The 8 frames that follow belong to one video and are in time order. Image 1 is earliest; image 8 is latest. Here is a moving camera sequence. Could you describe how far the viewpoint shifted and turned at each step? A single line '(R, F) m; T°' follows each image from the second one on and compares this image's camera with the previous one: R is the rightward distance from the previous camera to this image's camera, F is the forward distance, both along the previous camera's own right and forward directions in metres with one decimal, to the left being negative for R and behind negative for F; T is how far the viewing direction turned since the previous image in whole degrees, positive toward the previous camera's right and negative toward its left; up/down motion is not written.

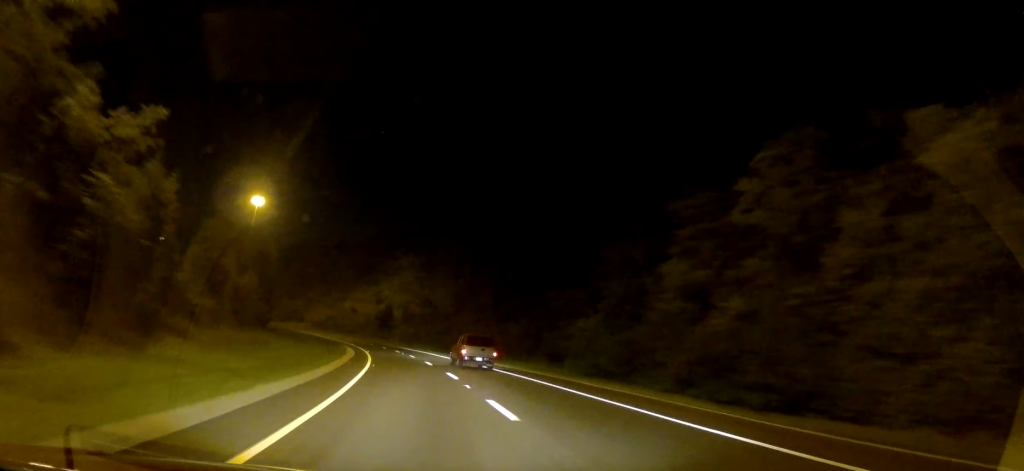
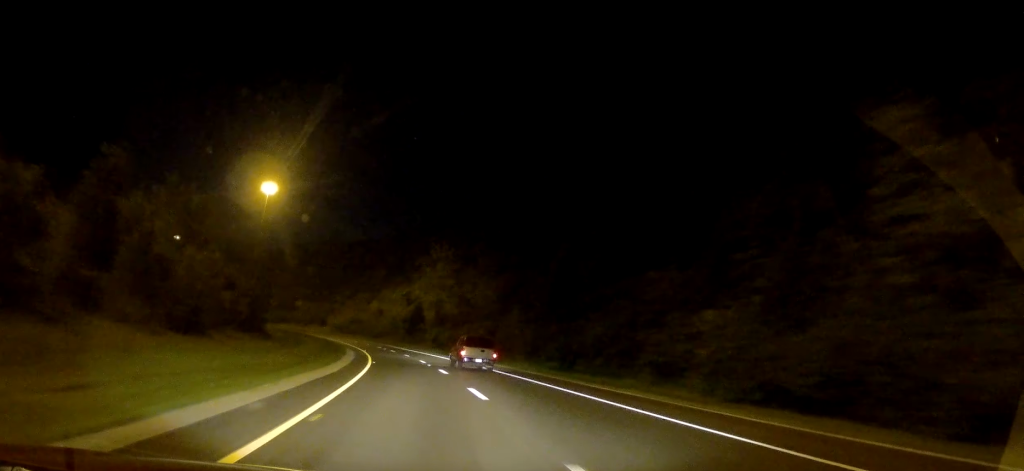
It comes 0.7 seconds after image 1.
(-0.6, +19.7) m; -3°
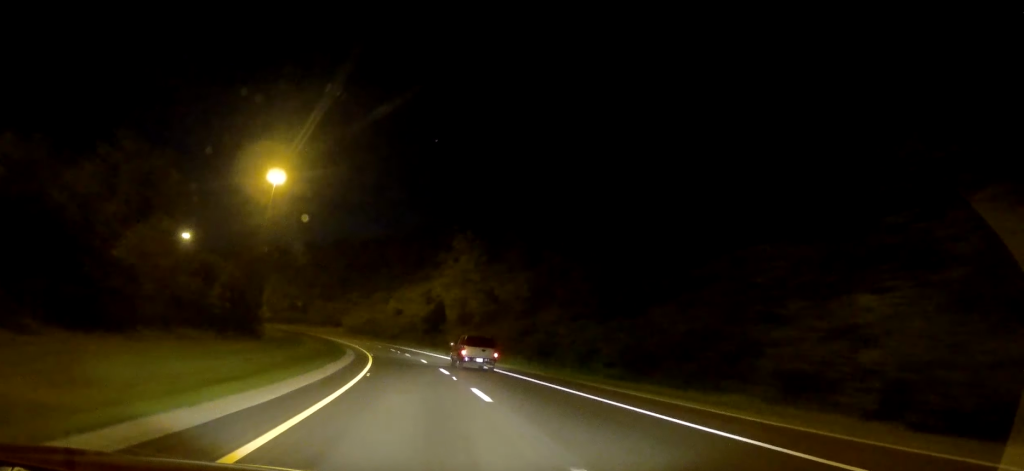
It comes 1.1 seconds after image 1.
(0.0, +12.2) m; -2°
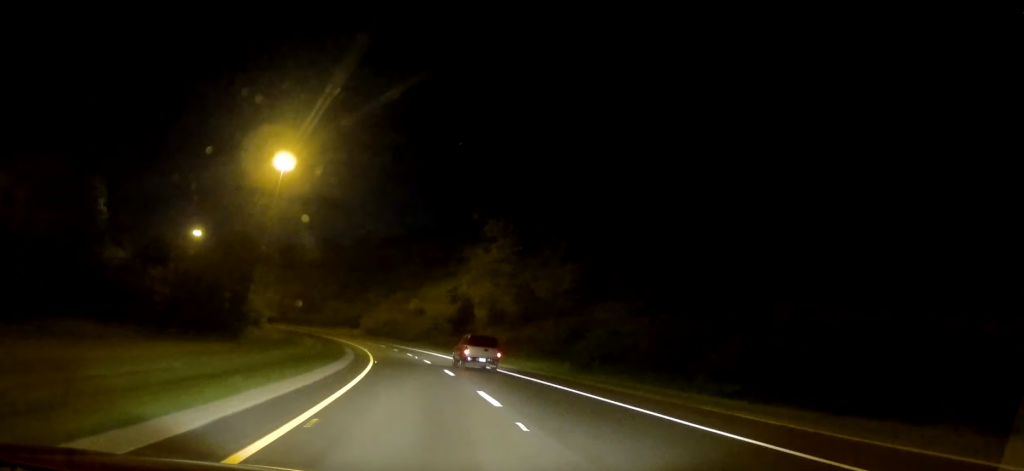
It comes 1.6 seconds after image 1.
(-0.4, +13.2) m; -3°
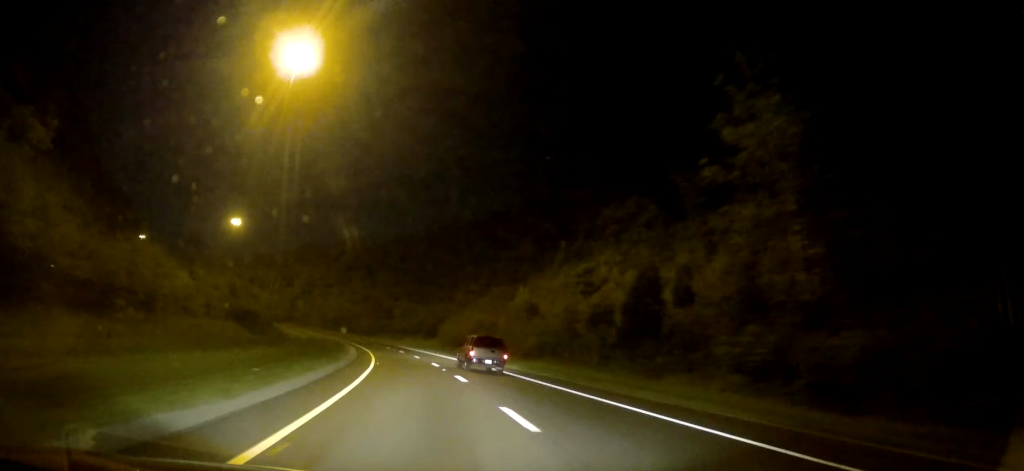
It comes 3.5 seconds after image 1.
(-5.3, +52.9) m; -11°
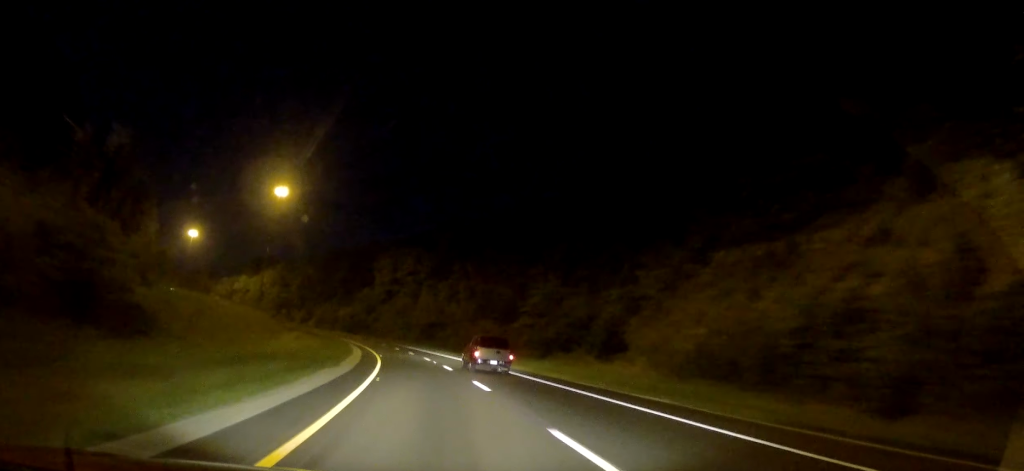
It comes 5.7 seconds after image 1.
(-6.2, +65.3) m; -12°
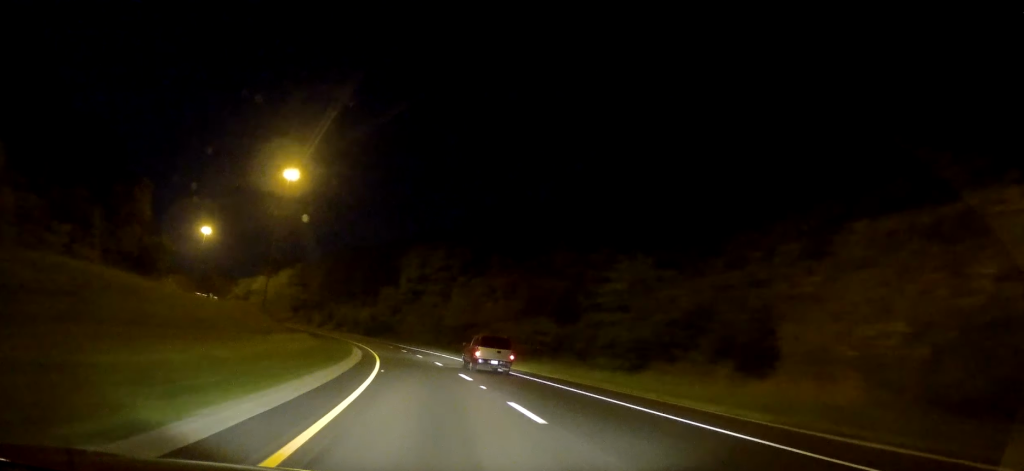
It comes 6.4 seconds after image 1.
(-0.7, +20.3) m; -3°
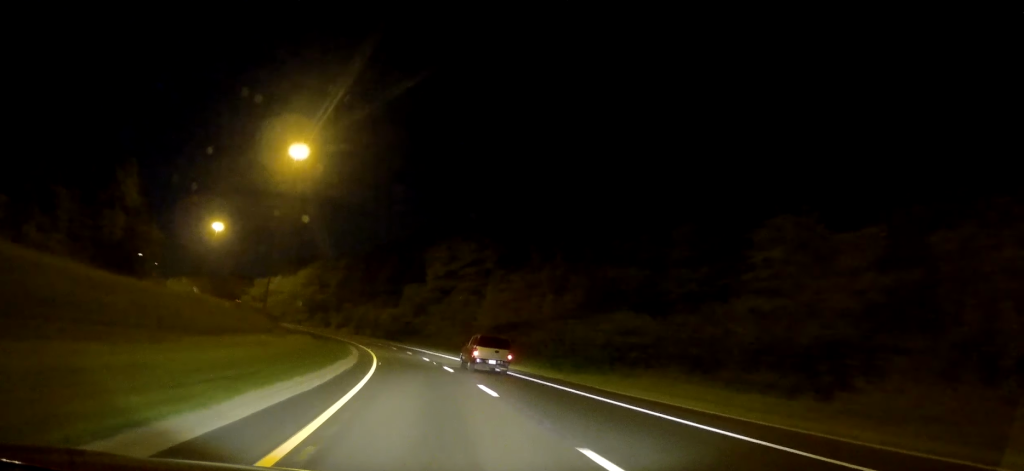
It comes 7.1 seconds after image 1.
(-0.2, +19.3) m; -3°
